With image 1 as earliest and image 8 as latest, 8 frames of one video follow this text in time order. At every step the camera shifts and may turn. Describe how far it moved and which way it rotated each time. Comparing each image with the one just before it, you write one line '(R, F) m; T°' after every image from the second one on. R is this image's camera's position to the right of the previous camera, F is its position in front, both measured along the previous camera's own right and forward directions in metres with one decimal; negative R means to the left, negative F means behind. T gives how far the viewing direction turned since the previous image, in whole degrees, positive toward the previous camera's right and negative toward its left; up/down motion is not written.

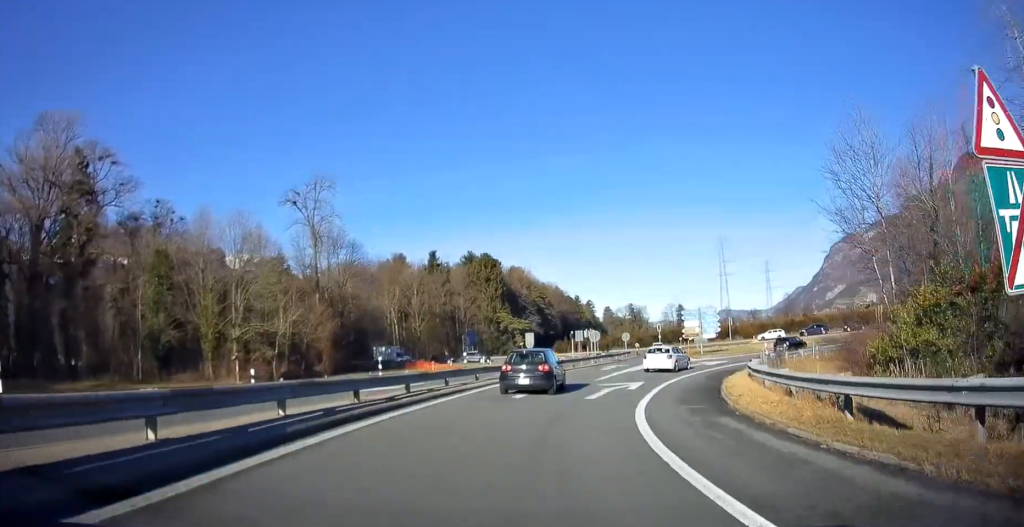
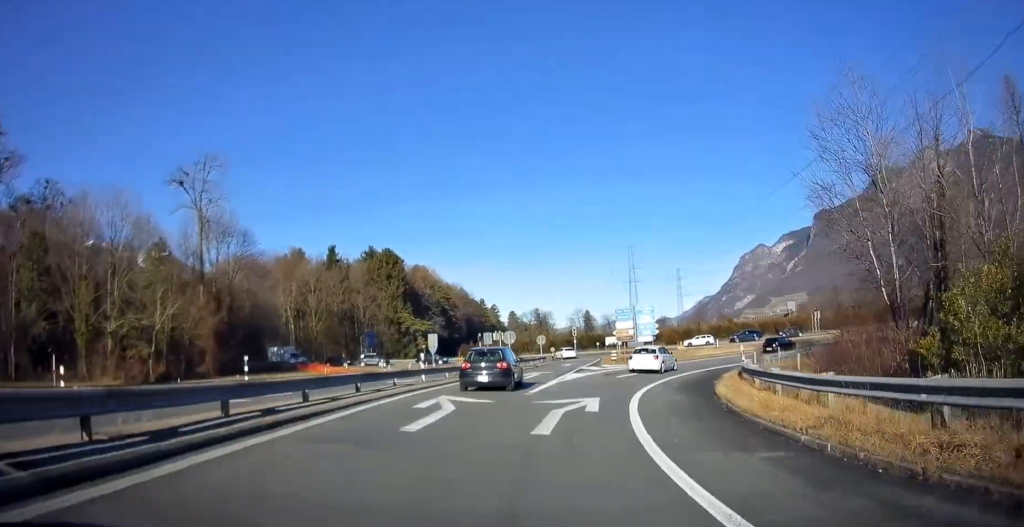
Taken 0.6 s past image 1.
(+0.9, +7.6) m; +8°
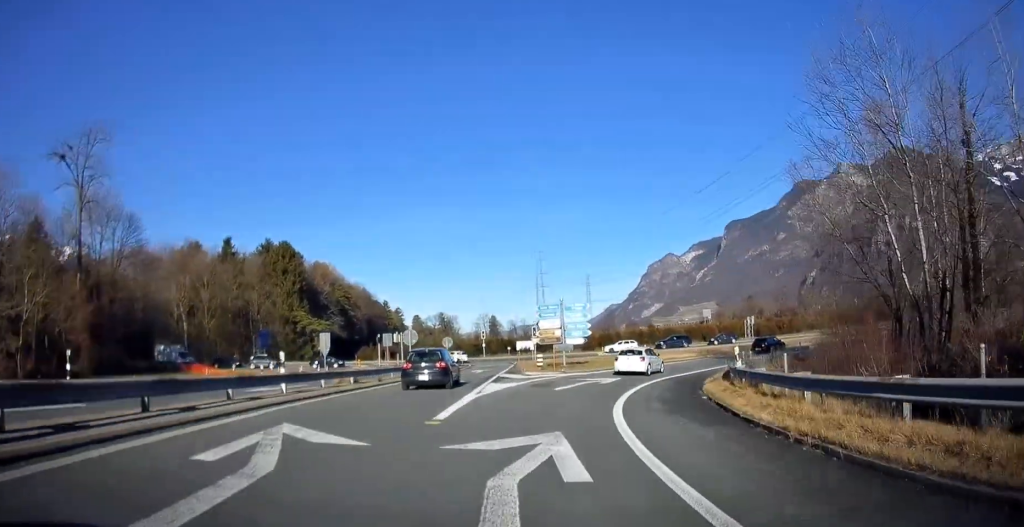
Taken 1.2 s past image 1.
(+0.5, +8.0) m; +8°
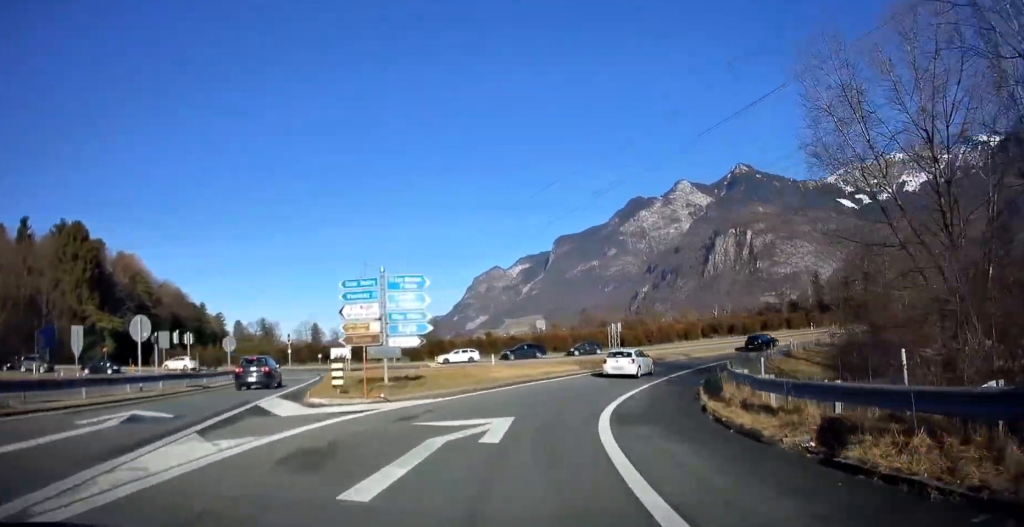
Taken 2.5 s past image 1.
(+2.2, +15.2) m; +17°
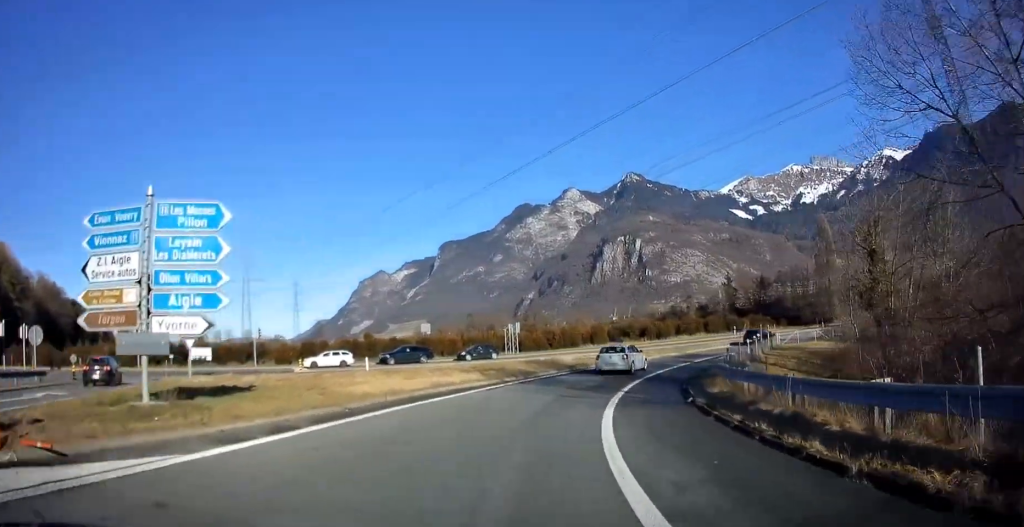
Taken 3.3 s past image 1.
(+1.1, +10.4) m; +11°
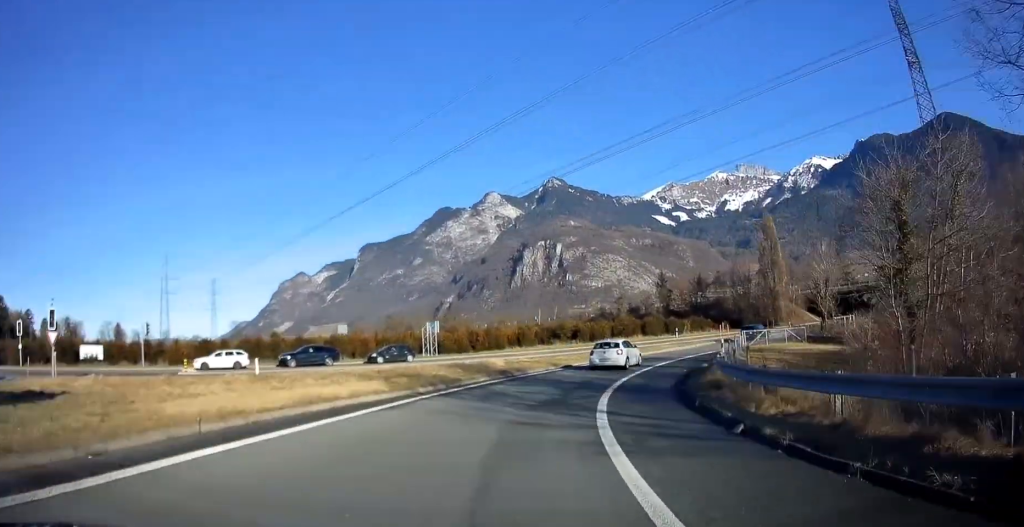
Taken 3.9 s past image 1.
(+0.2, +7.1) m; +7°
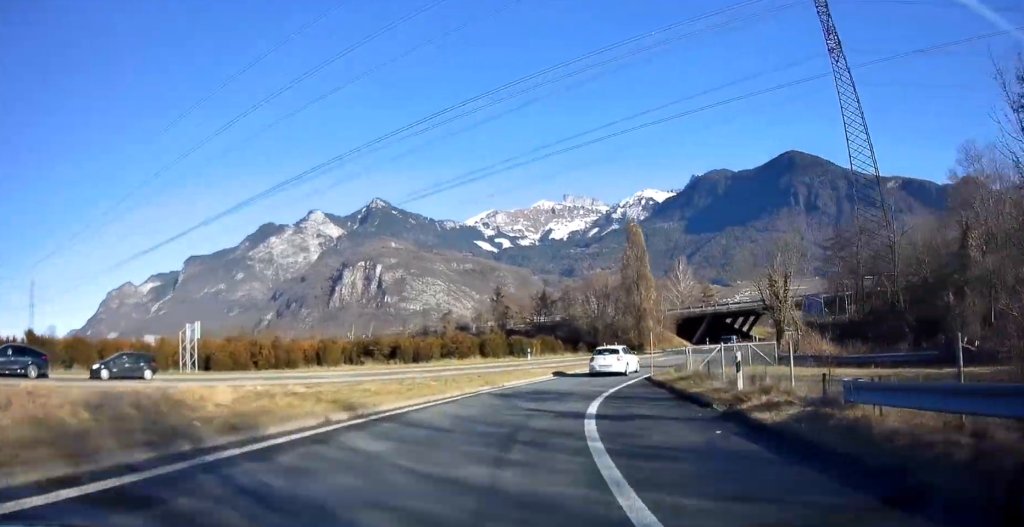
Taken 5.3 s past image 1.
(+3.1, +17.8) m; +17°
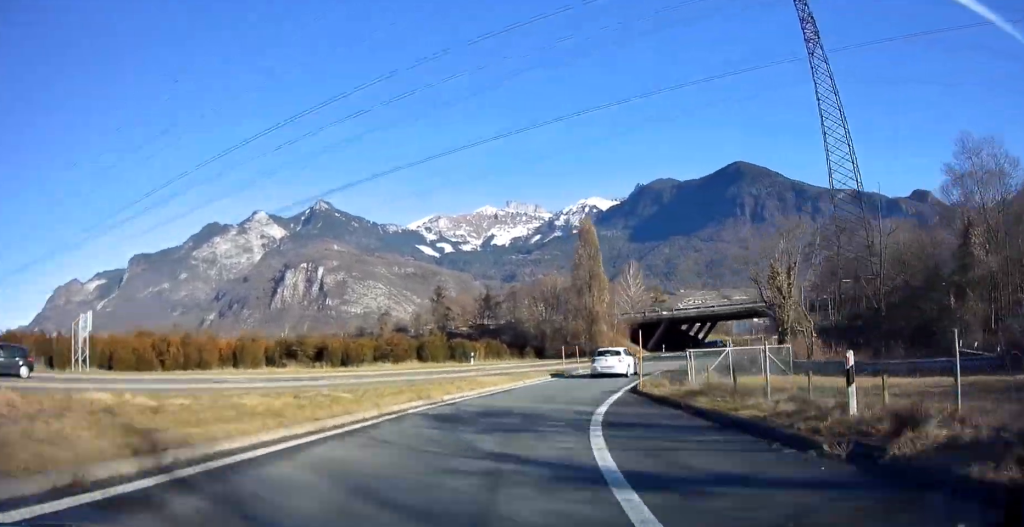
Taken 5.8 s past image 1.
(+0.2, +6.2) m; +5°
